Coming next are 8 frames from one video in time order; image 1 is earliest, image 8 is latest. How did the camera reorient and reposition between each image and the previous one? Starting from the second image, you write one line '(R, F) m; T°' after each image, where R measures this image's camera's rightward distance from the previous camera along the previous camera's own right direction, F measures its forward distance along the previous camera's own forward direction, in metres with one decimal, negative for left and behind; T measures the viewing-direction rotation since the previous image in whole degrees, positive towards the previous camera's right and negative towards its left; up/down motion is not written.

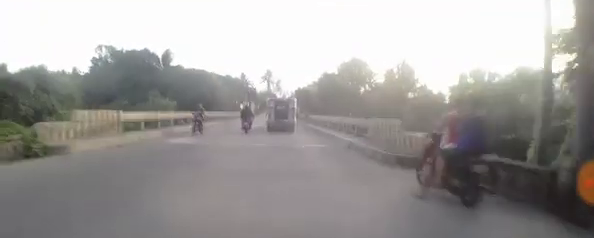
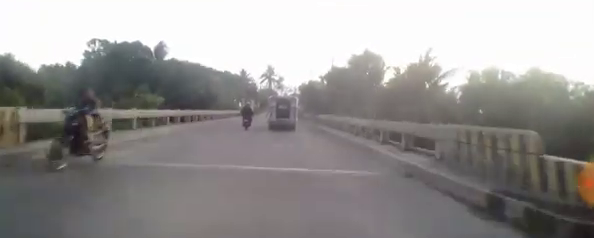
(-0.1, +5.3) m; -1°
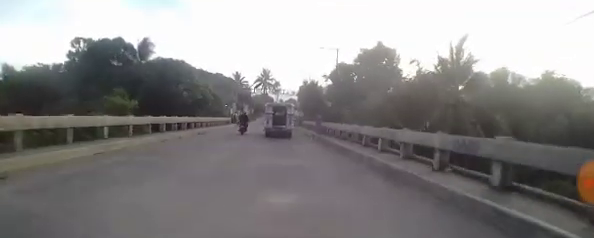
(0.0, +5.8) m; -1°
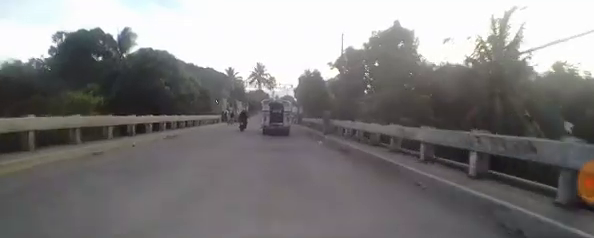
(0.0, +5.8) m; 0°
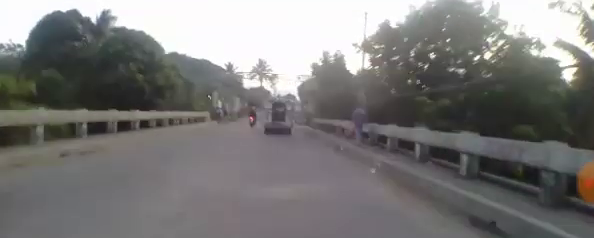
(-0.1, +7.8) m; 0°
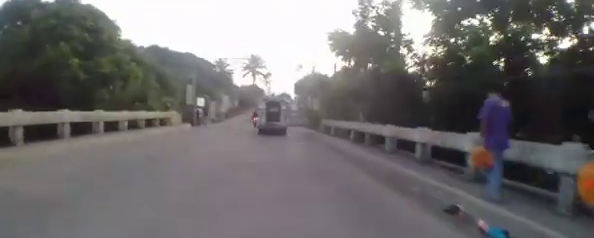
(+0.1, +8.5) m; +1°
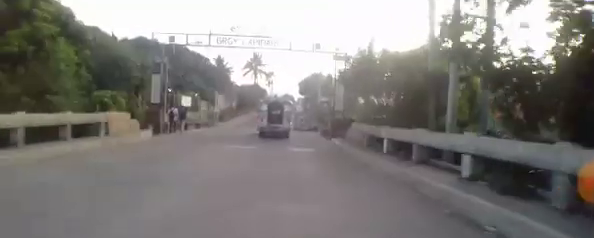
(0.0, +8.0) m; +2°
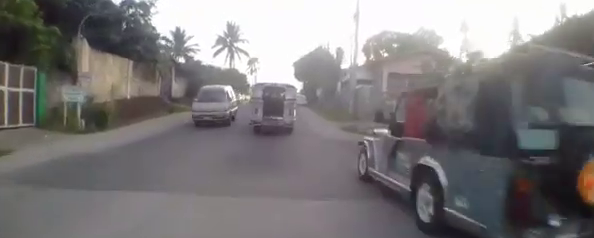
(+0.9, +28.5) m; +5°
